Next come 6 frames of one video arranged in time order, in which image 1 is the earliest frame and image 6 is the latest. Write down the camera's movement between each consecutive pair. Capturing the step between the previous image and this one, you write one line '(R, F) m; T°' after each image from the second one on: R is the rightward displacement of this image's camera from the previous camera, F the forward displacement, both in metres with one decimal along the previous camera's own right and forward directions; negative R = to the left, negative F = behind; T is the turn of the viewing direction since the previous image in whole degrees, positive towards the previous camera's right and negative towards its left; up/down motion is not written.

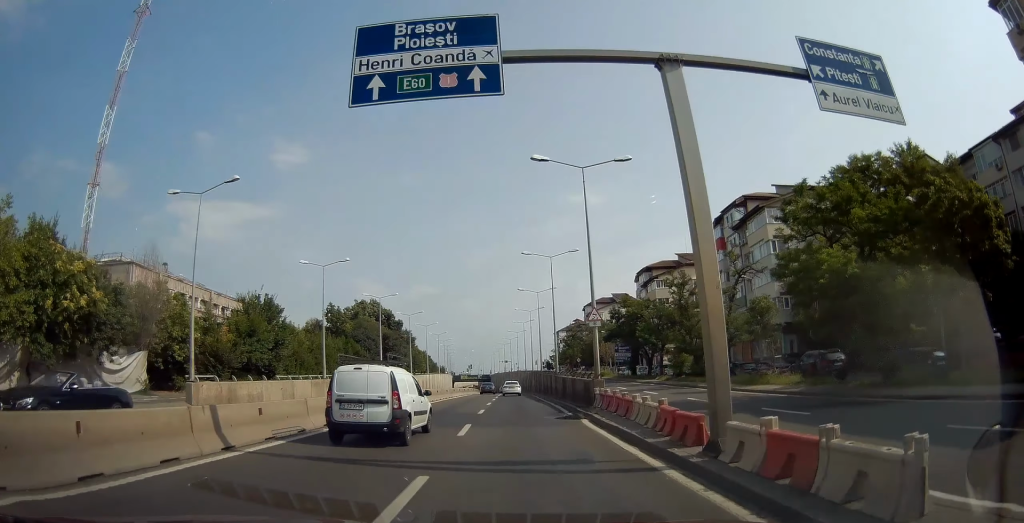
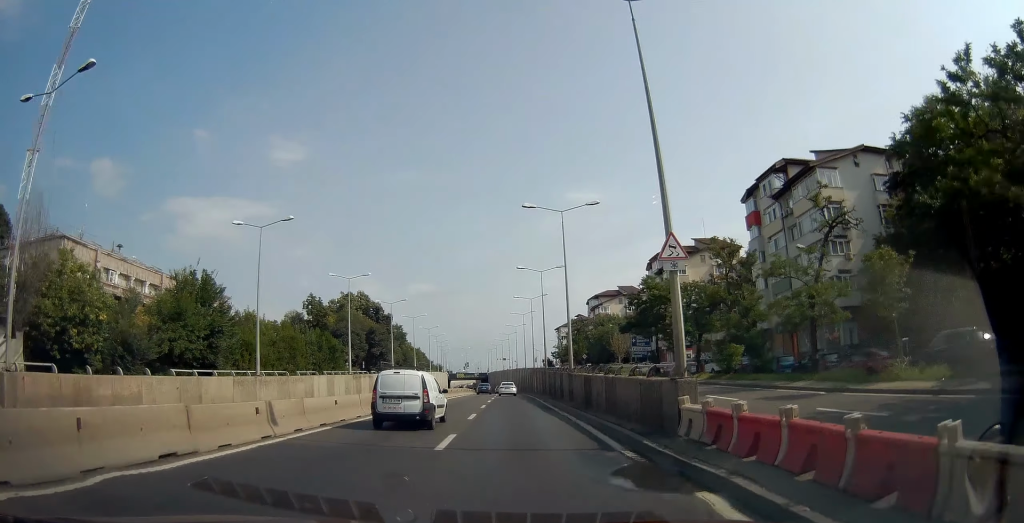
(0.0, +11.6) m; 0°
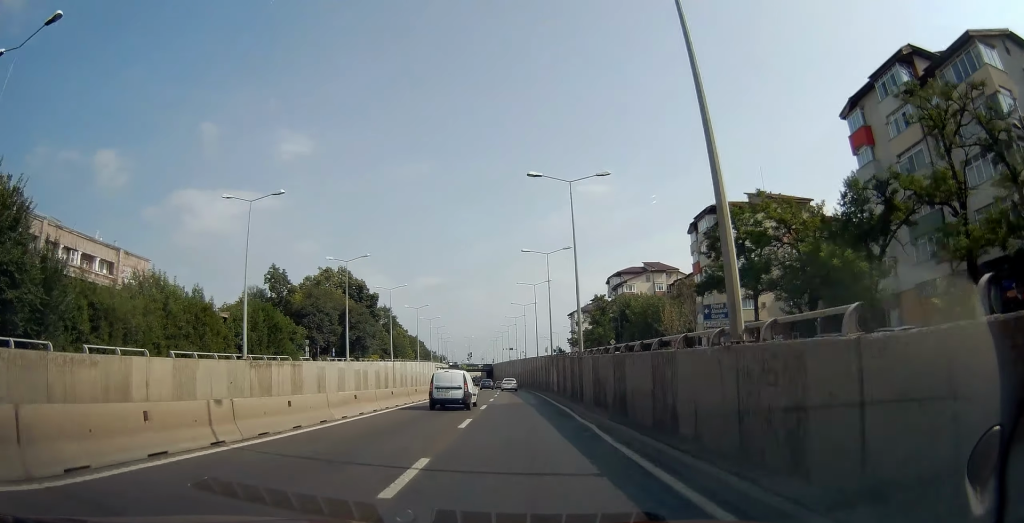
(0.0, +22.2) m; -1°
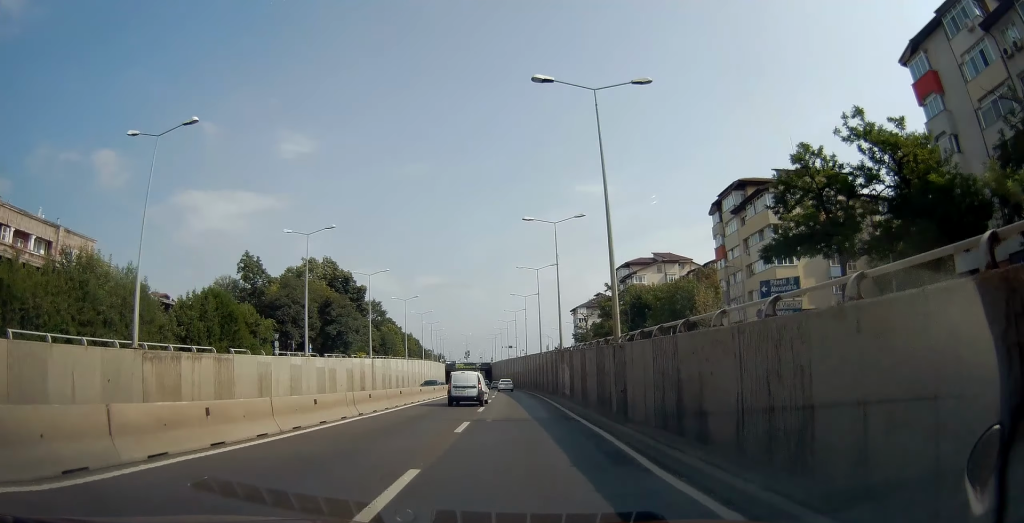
(0.0, +10.1) m; -1°
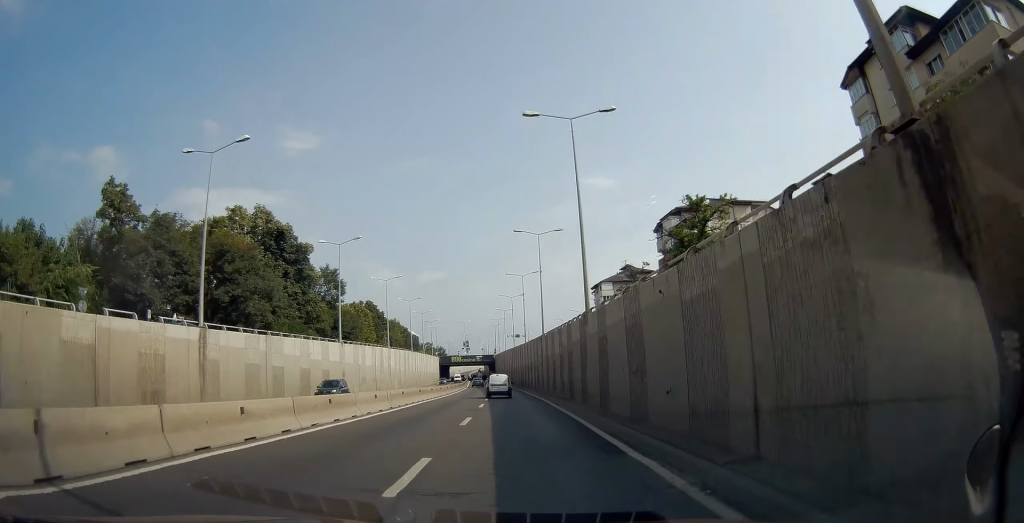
(-0.5, +34.7) m; 0°
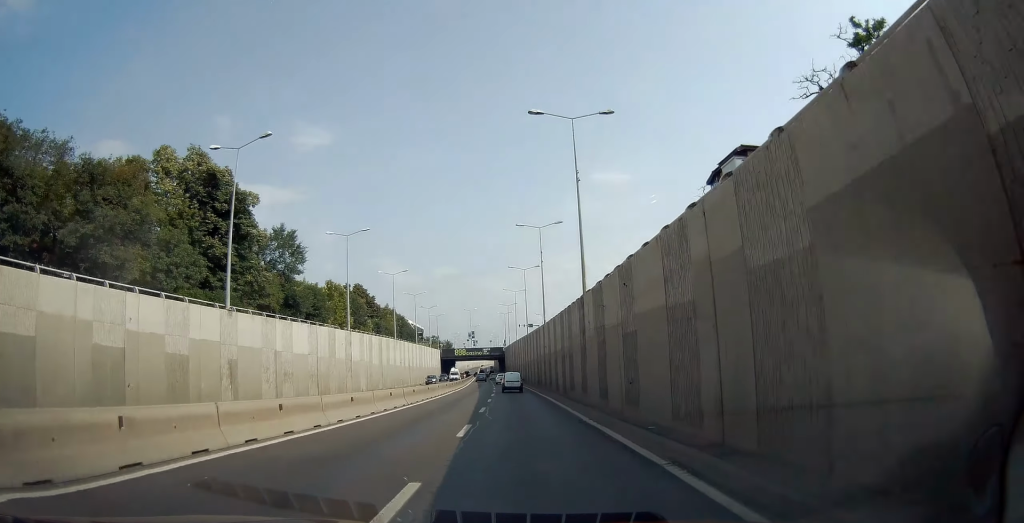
(0.0, +22.6) m; 0°
